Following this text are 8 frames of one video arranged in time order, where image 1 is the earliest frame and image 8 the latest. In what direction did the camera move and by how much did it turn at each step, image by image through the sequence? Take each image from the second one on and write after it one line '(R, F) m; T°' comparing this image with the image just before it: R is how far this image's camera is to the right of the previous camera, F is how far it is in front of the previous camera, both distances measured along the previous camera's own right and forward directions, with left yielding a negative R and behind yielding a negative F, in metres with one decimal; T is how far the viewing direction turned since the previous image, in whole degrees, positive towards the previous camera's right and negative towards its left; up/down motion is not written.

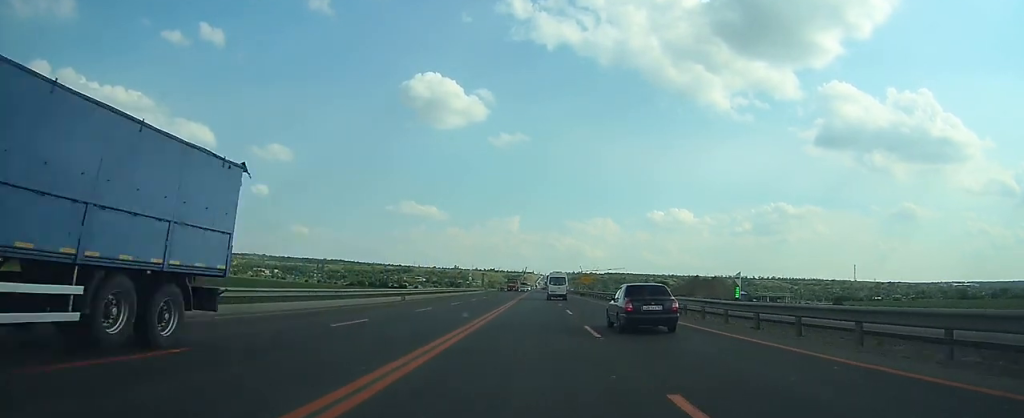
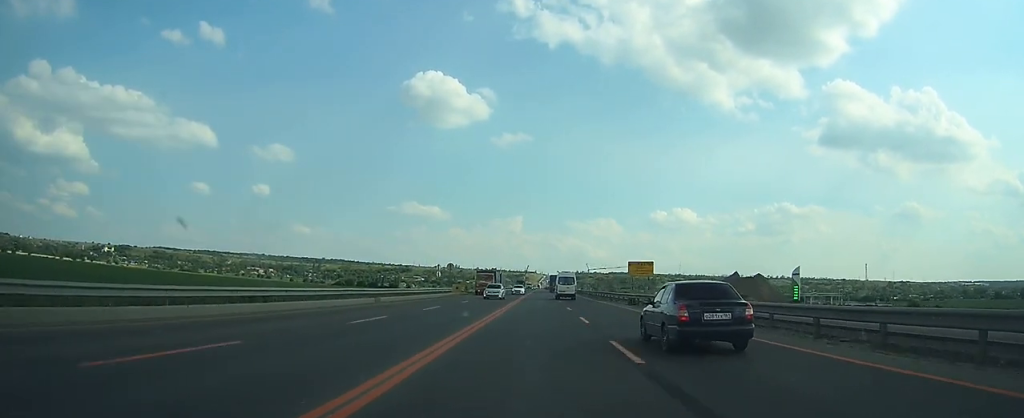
(0.0, +42.6) m; 0°
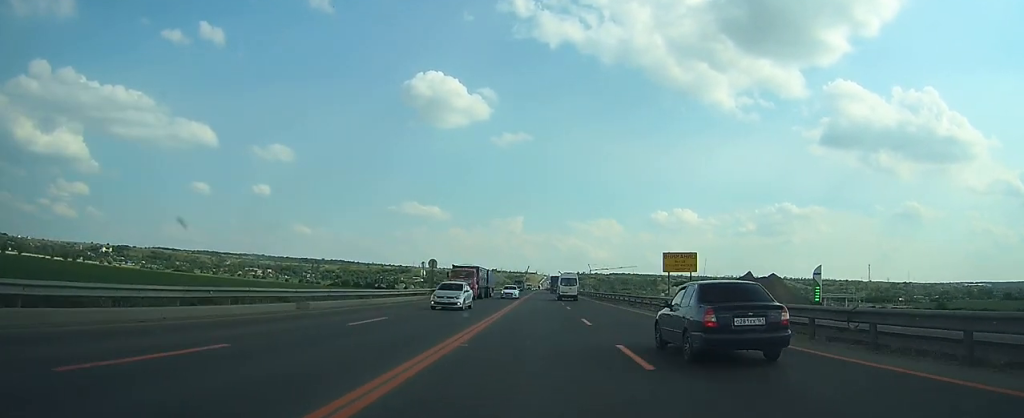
(0.0, +11.6) m; 0°
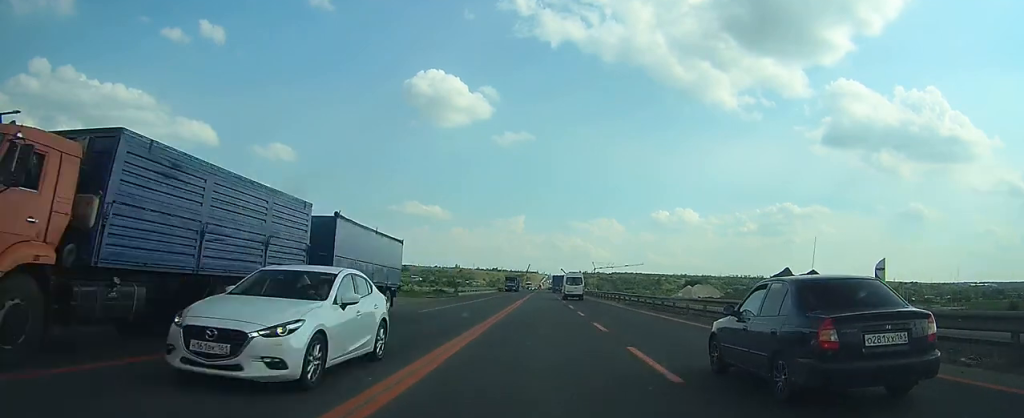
(-0.1, +26.7) m; 0°
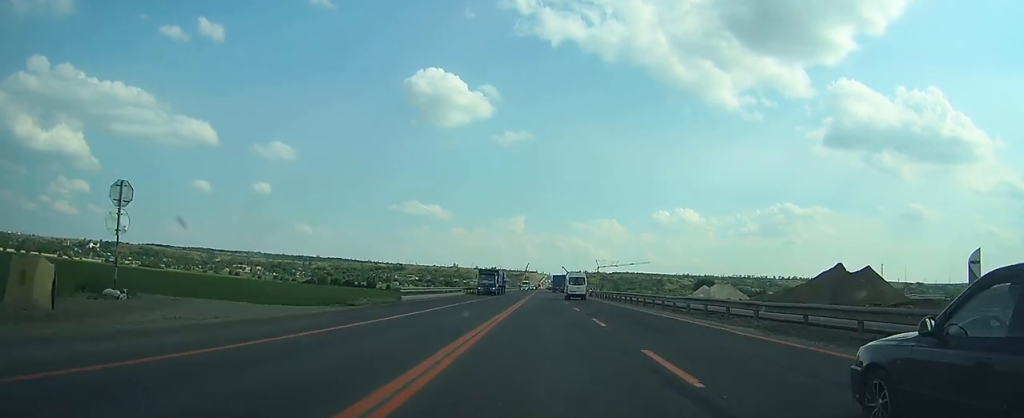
(-0.1, +27.7) m; 0°
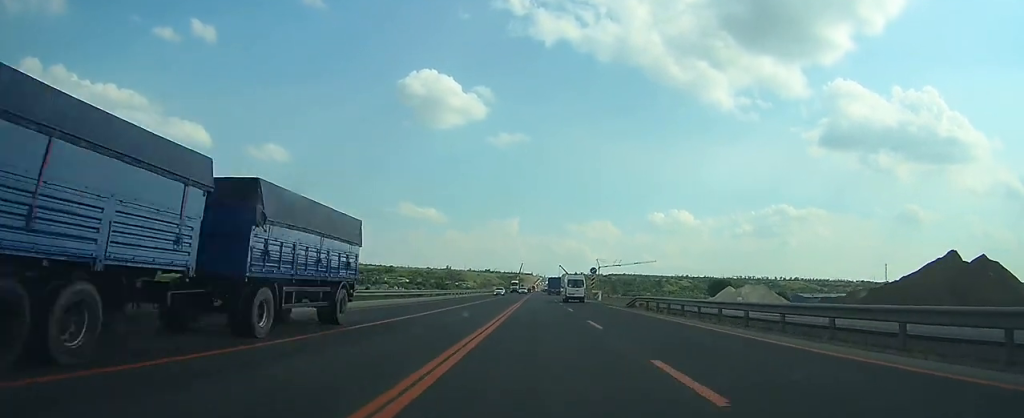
(0.0, +38.7) m; 0°
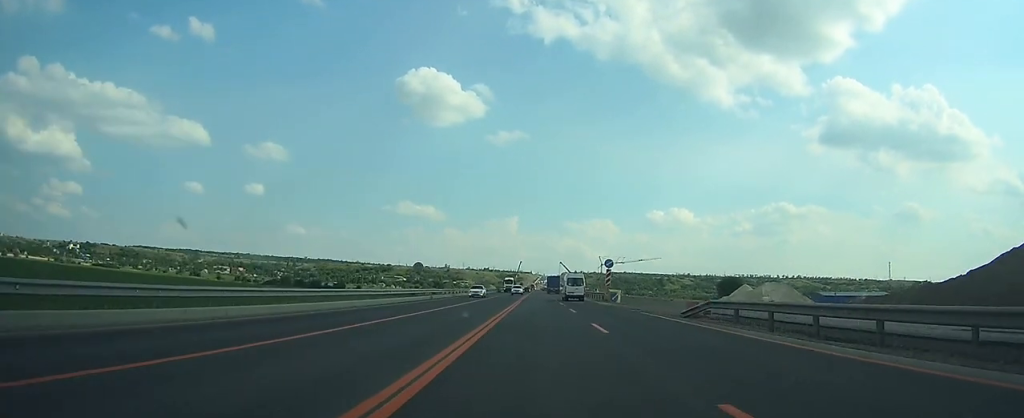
(0.0, +17.2) m; 0°
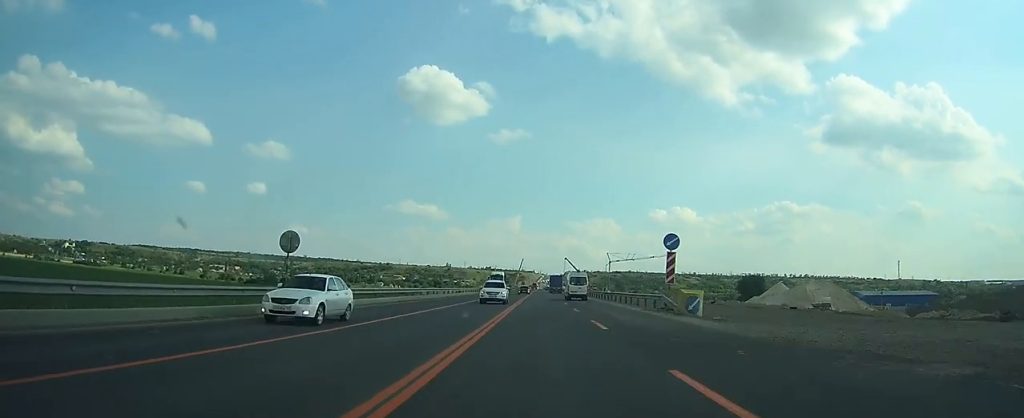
(0.0, +26.3) m; 0°
